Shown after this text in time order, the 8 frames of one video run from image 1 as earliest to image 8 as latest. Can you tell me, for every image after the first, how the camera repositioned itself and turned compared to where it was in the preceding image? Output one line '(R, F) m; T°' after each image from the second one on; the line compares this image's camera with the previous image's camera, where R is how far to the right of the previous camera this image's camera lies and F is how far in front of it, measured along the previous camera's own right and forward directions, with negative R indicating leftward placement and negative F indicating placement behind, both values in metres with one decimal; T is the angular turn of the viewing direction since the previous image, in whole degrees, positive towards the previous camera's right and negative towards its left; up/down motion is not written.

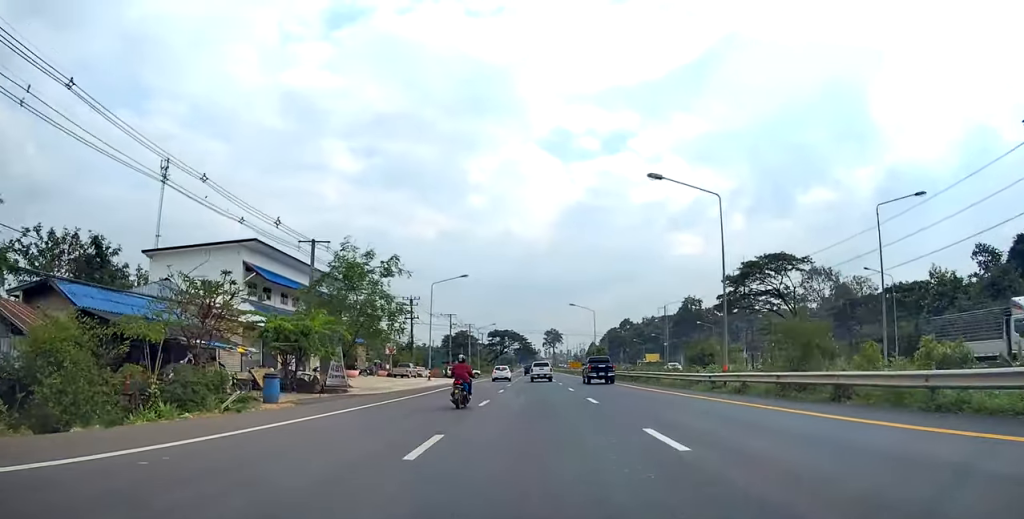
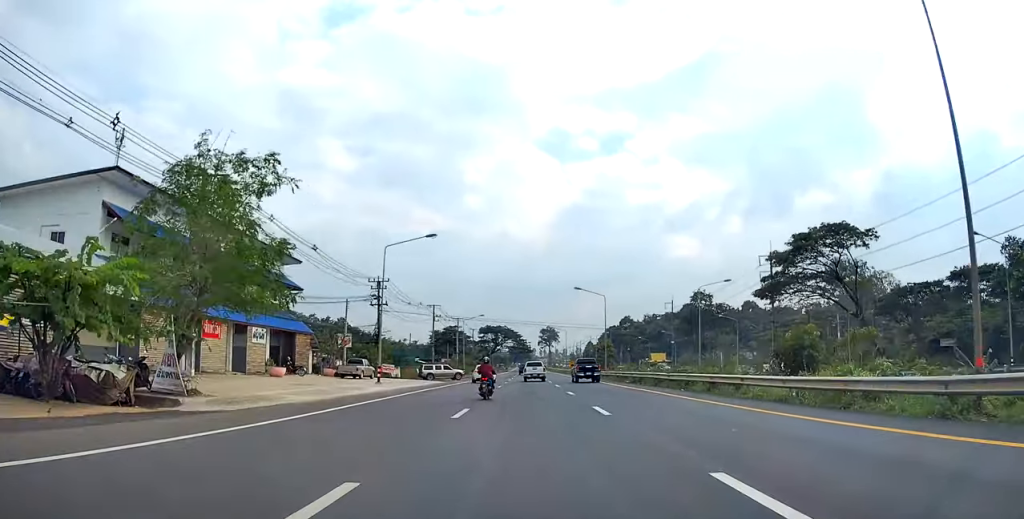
(+0.5, +16.9) m; +2°
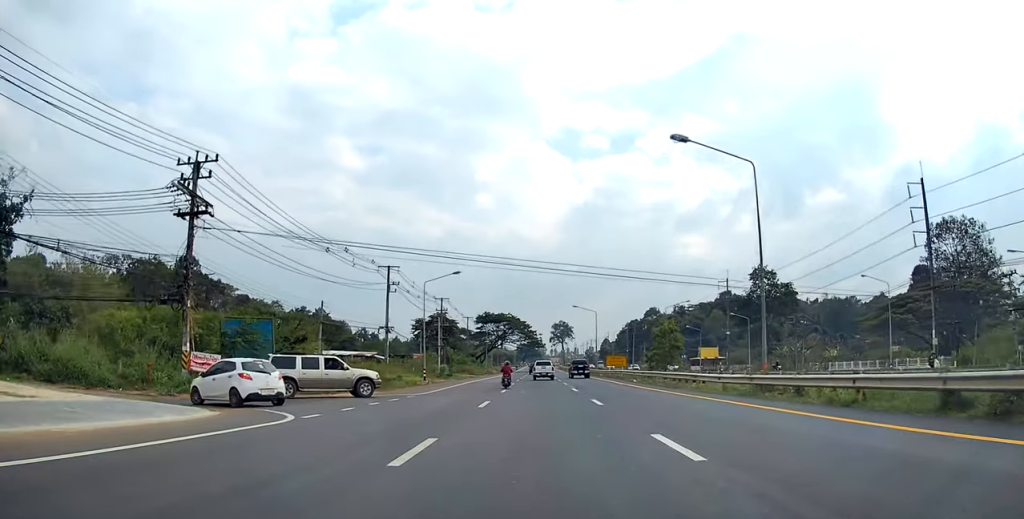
(-1.0, +45.4) m; 0°
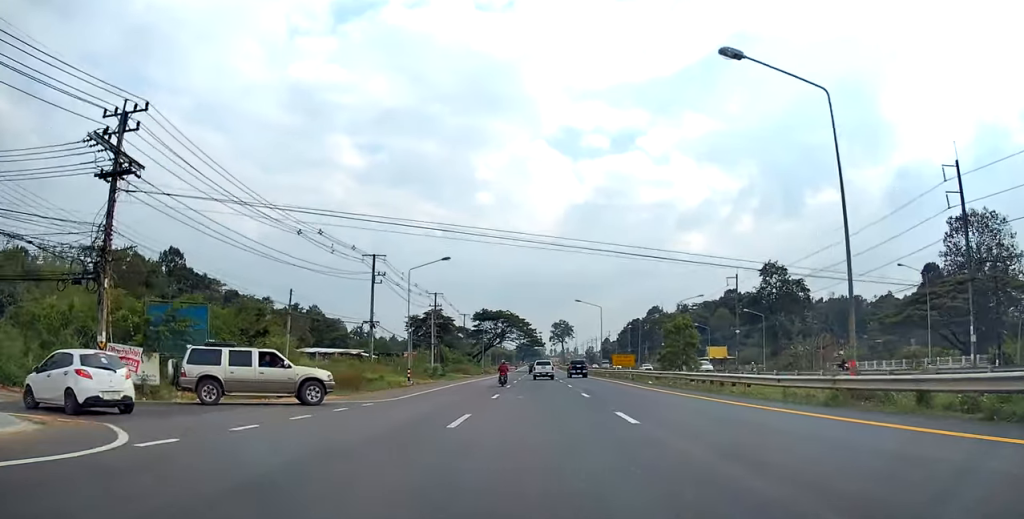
(+0.4, +7.0) m; 0°
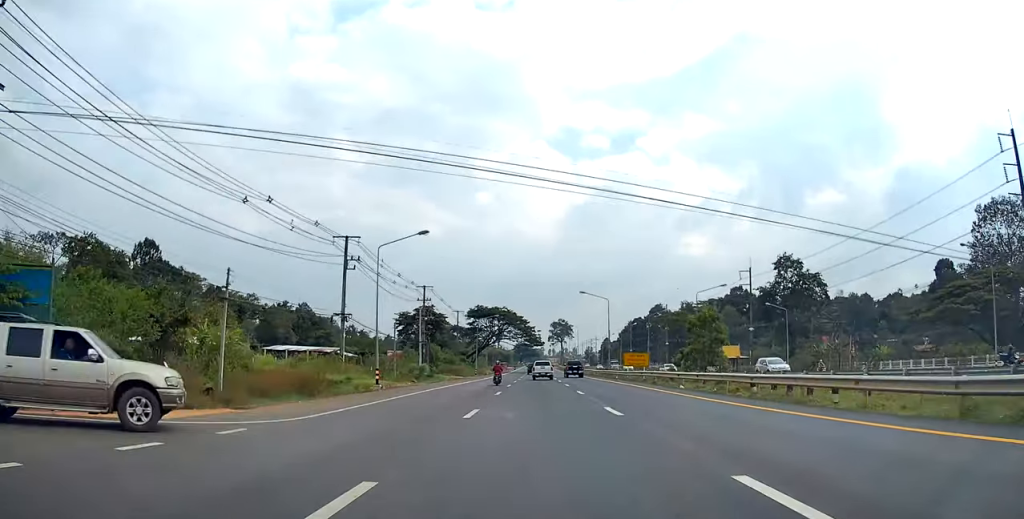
(-0.2, +10.0) m; -1°
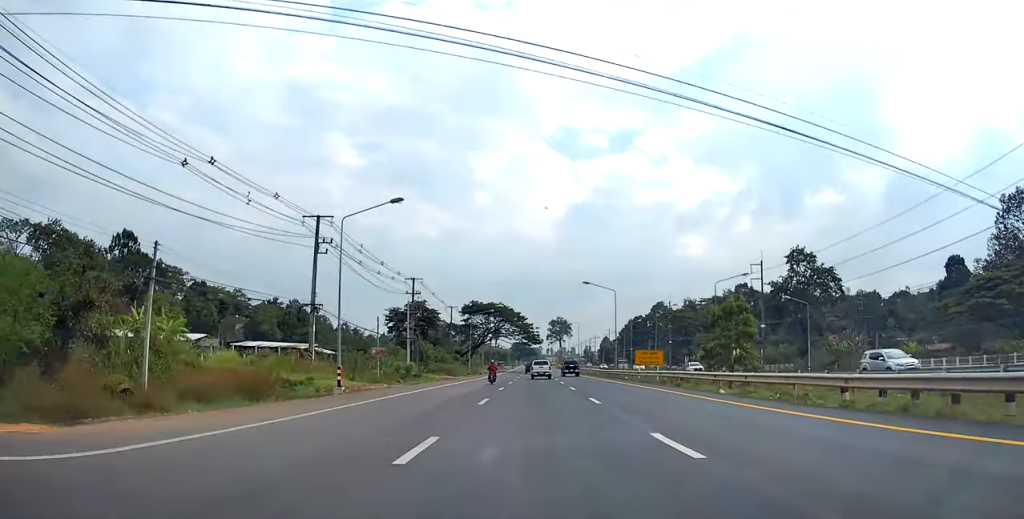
(-0.2, +7.6) m; -1°
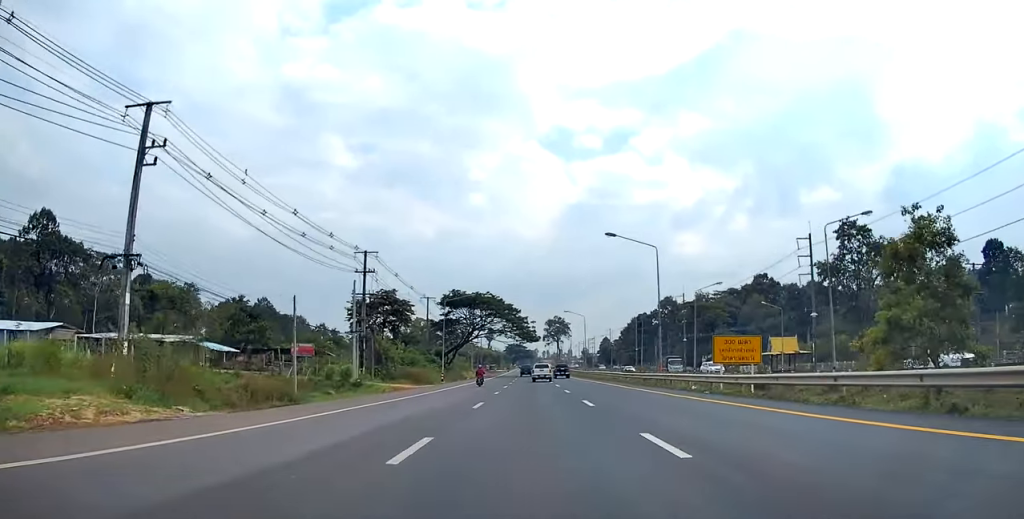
(-0.2, +23.8) m; 0°
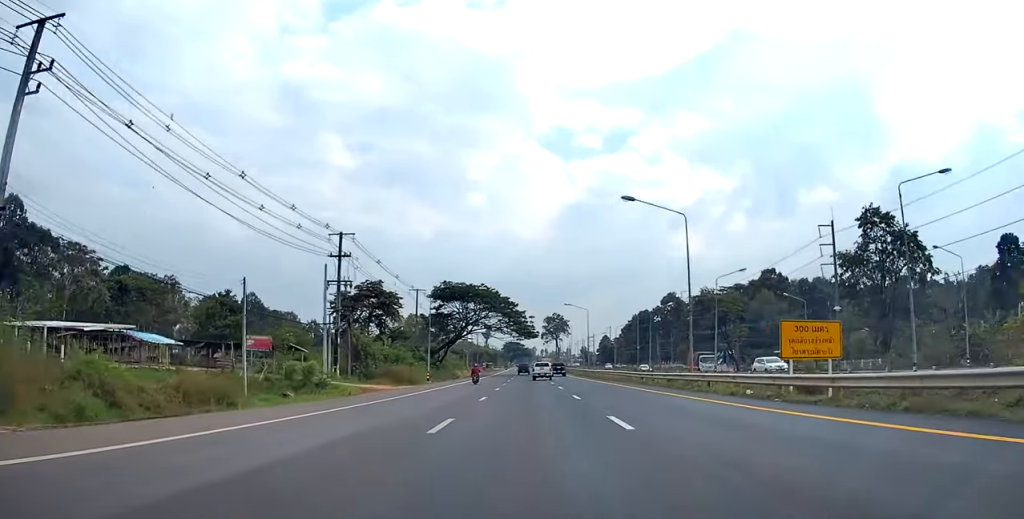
(0.0, +8.2) m; 0°
